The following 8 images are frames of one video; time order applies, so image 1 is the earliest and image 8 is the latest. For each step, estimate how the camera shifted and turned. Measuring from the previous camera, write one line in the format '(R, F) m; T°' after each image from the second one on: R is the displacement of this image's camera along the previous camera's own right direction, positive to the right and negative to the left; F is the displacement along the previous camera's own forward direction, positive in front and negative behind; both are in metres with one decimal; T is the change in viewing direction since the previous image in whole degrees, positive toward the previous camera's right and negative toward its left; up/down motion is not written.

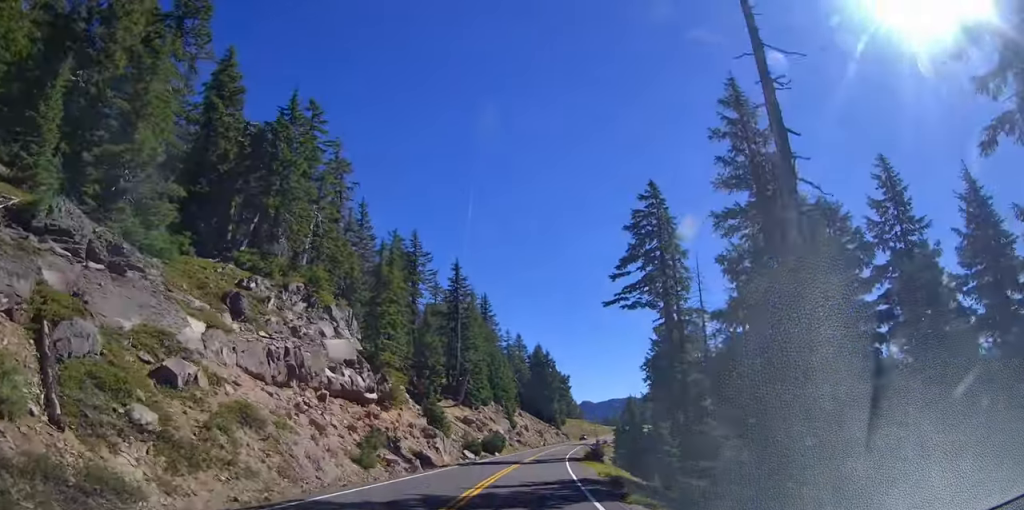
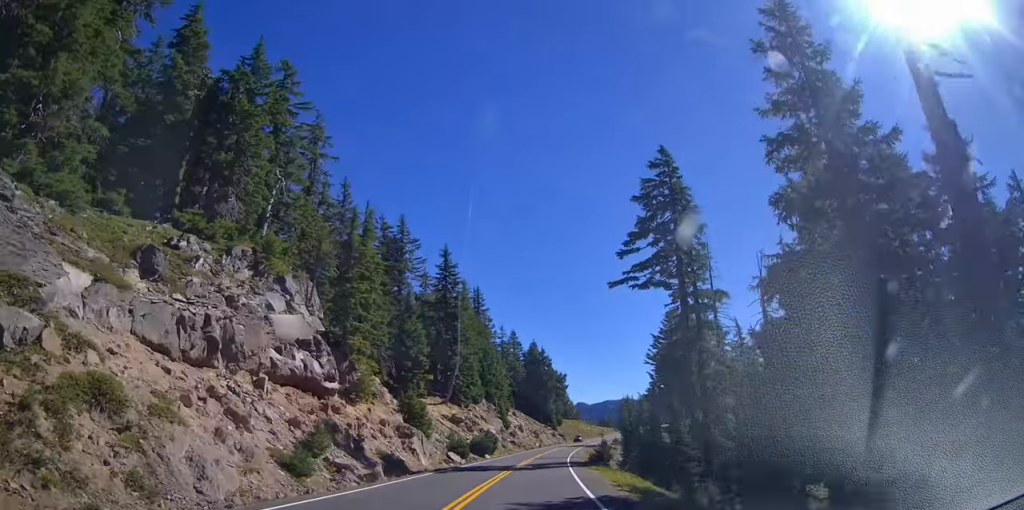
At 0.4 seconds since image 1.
(-0.1, +7.1) m; +1°
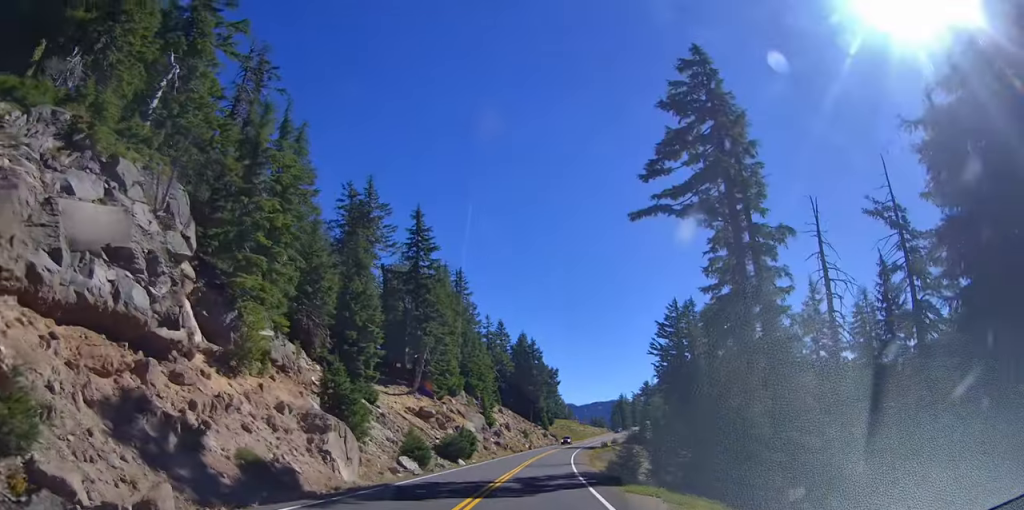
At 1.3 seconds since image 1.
(+0.4, +14.2) m; +3°
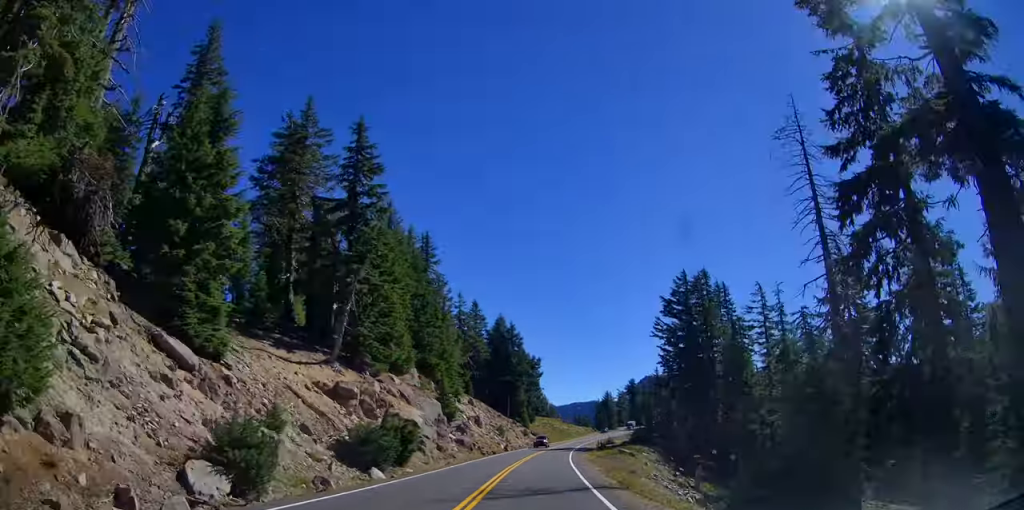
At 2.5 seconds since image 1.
(+0.7, +18.9) m; +3°
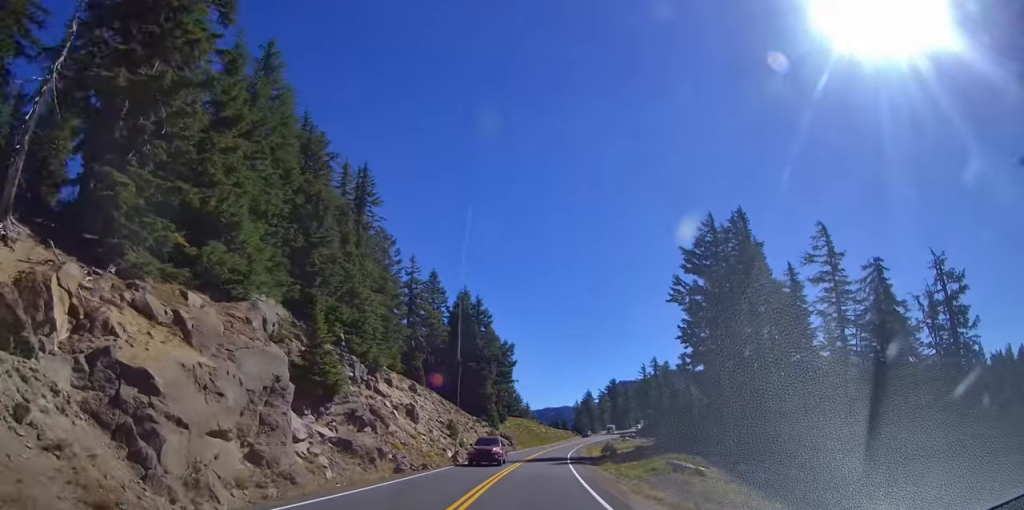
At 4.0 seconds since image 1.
(+0.7, +25.2) m; +3°
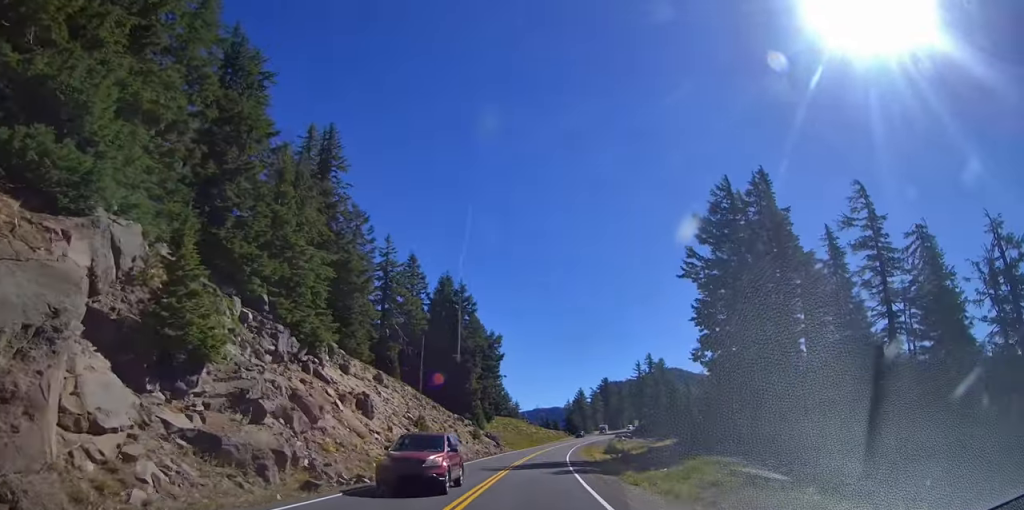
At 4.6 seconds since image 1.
(+0.2, +9.6) m; +1°
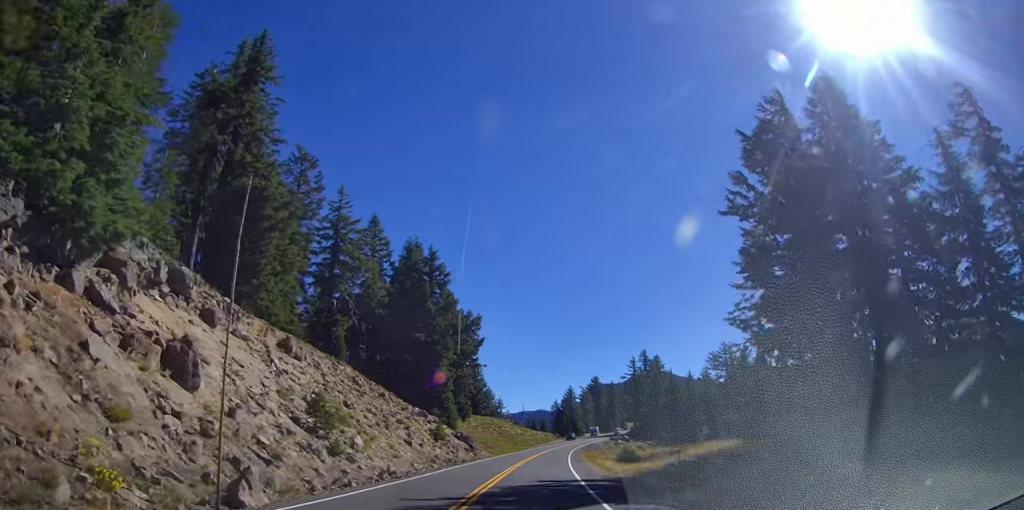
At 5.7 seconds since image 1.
(0.0, +16.6) m; 0°
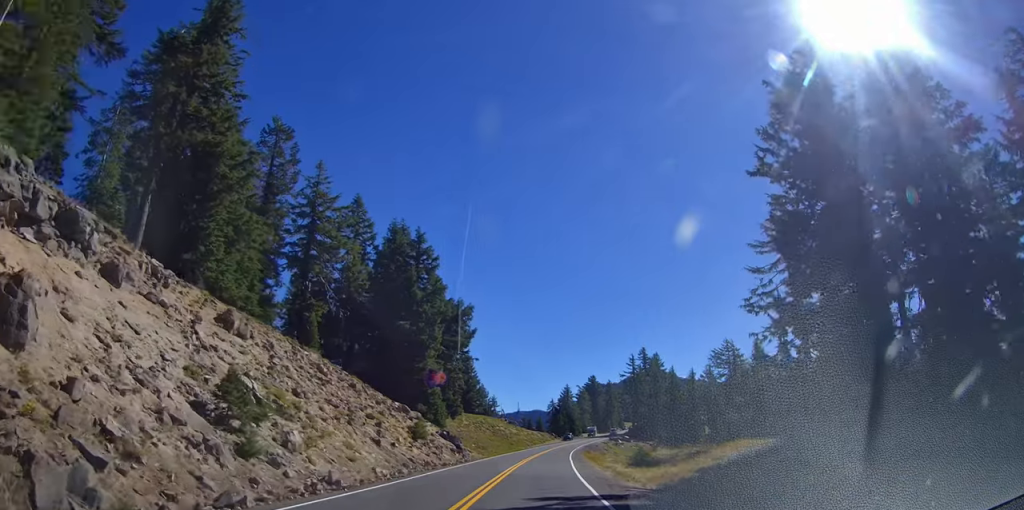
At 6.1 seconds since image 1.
(0.0, +6.4) m; 0°
